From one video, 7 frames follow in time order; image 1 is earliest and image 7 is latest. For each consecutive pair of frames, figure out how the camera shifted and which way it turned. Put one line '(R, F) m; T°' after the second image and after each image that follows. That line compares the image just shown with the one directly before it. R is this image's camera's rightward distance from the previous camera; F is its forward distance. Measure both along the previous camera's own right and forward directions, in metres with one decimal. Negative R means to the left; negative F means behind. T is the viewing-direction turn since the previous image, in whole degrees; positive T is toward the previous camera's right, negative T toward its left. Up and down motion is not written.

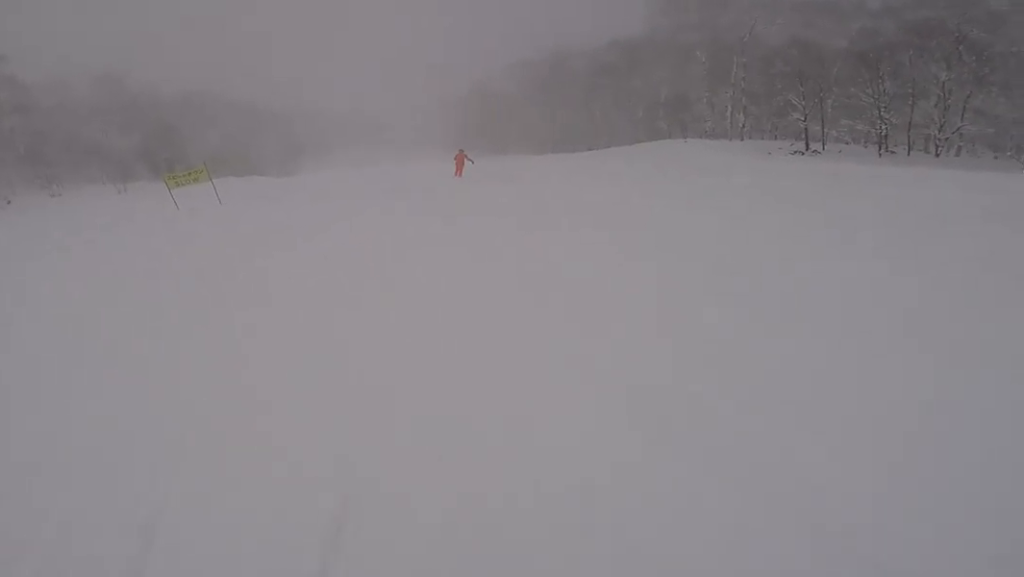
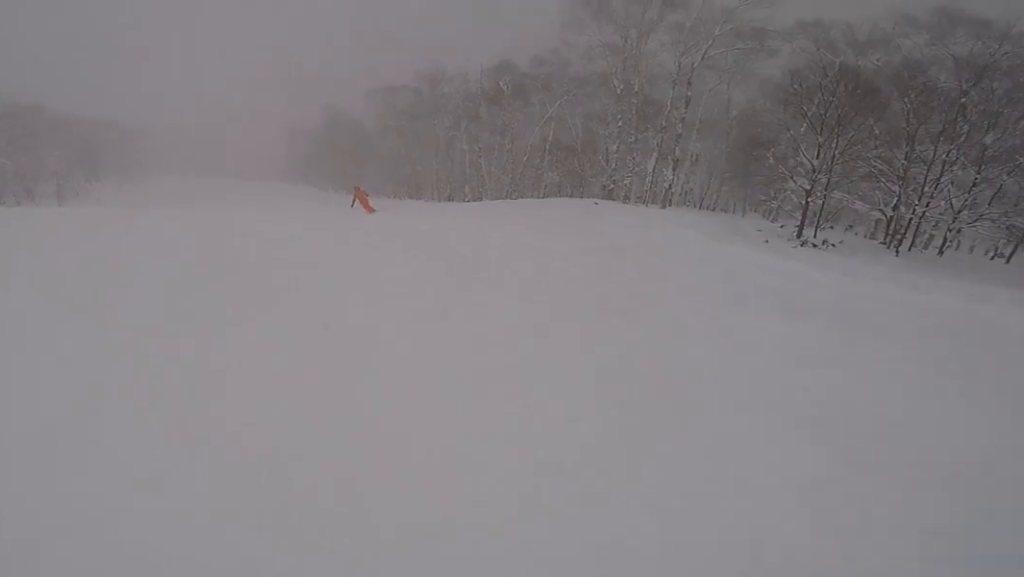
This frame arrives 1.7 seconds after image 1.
(+3.8, +15.3) m; +18°
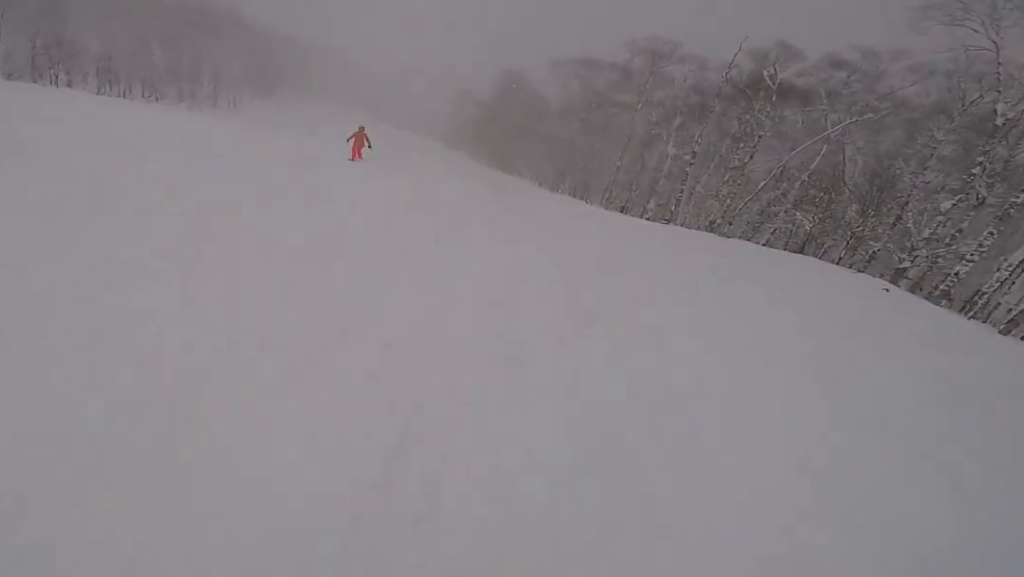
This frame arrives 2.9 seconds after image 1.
(-0.7, +10.9) m; -17°
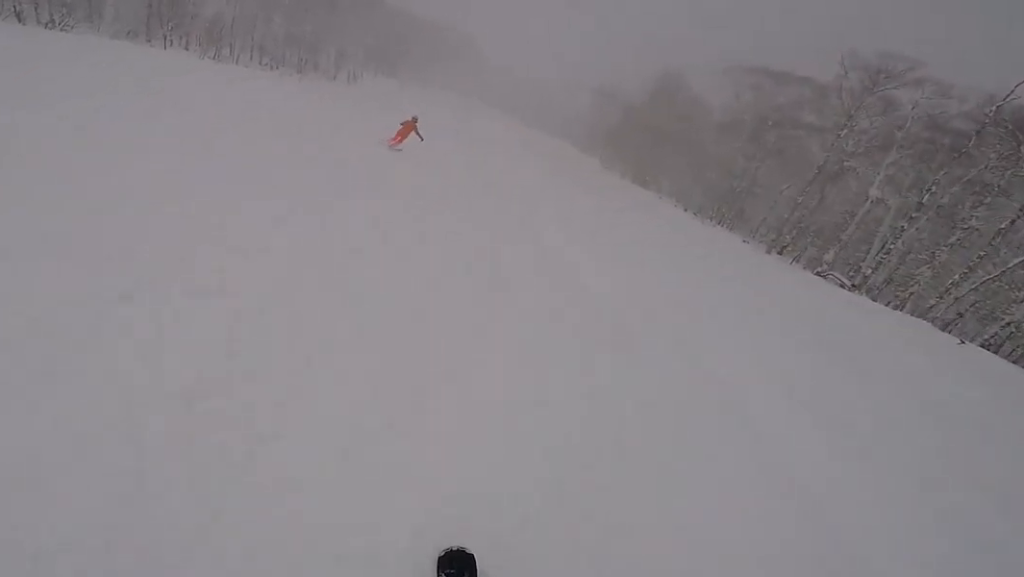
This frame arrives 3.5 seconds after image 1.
(-0.9, +6.2) m; -8°
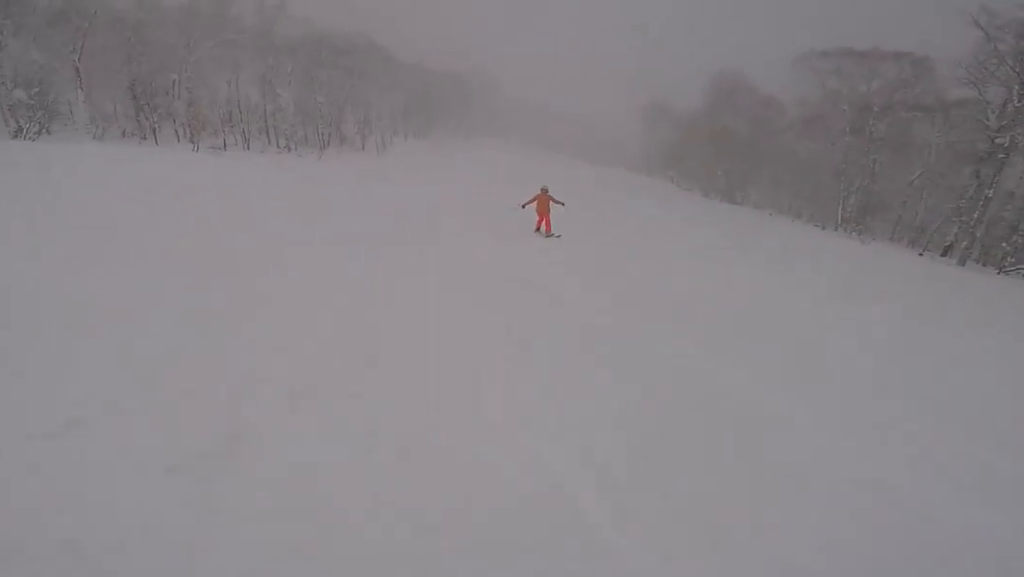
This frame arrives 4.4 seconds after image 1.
(-0.7, +8.4) m; +1°
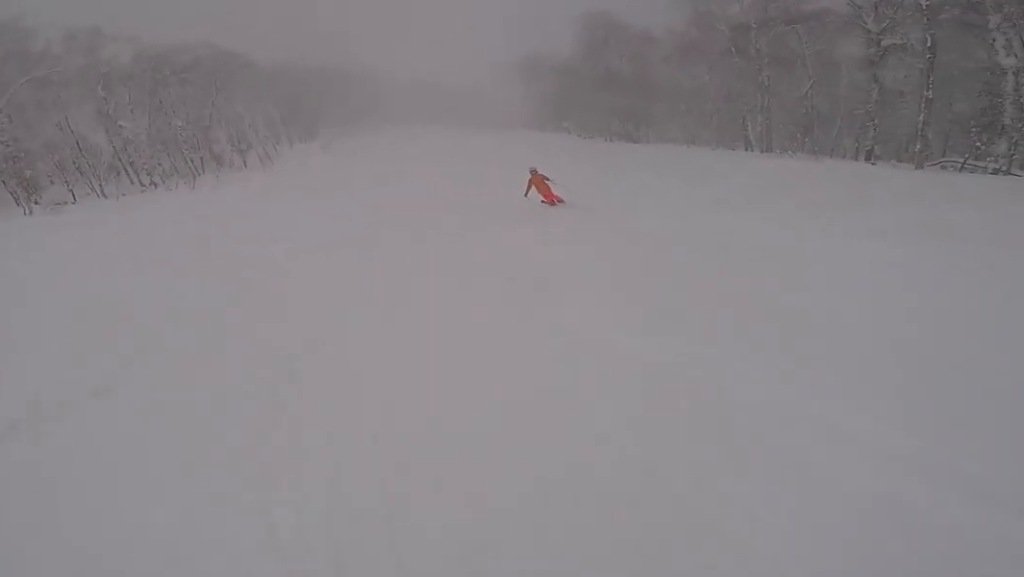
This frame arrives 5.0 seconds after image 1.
(+0.1, +5.2) m; +7°
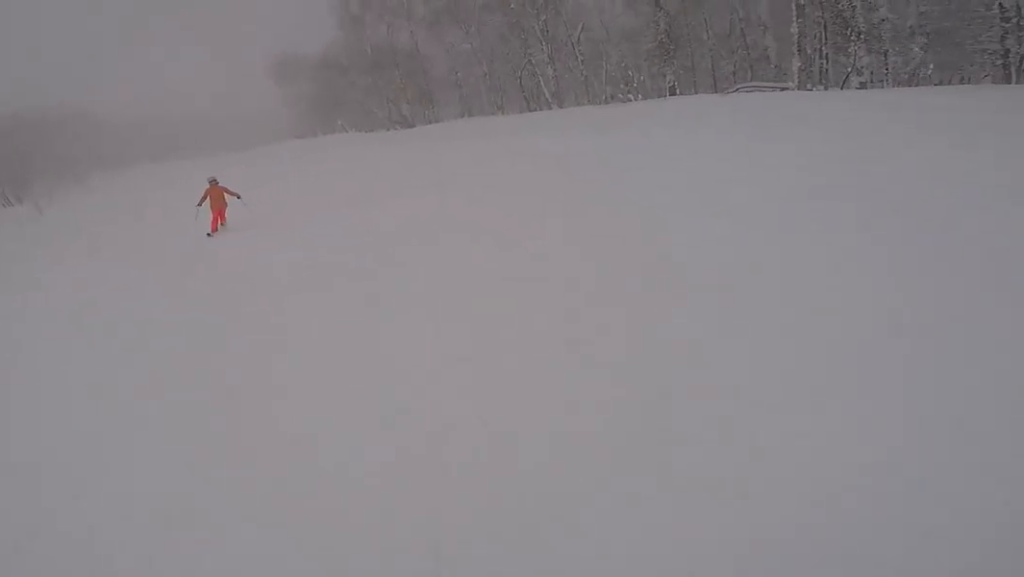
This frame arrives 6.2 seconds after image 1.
(+1.7, +10.9) m; +18°
